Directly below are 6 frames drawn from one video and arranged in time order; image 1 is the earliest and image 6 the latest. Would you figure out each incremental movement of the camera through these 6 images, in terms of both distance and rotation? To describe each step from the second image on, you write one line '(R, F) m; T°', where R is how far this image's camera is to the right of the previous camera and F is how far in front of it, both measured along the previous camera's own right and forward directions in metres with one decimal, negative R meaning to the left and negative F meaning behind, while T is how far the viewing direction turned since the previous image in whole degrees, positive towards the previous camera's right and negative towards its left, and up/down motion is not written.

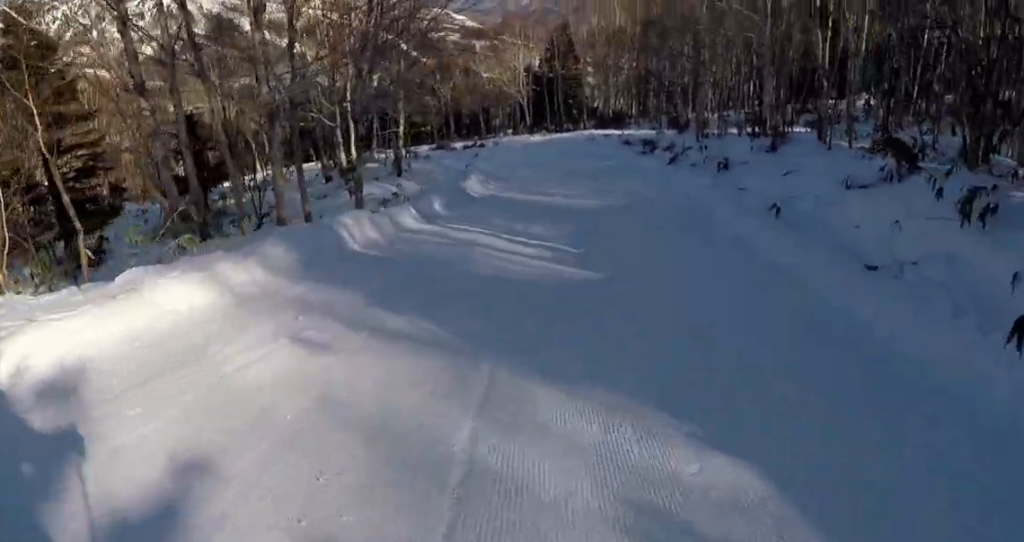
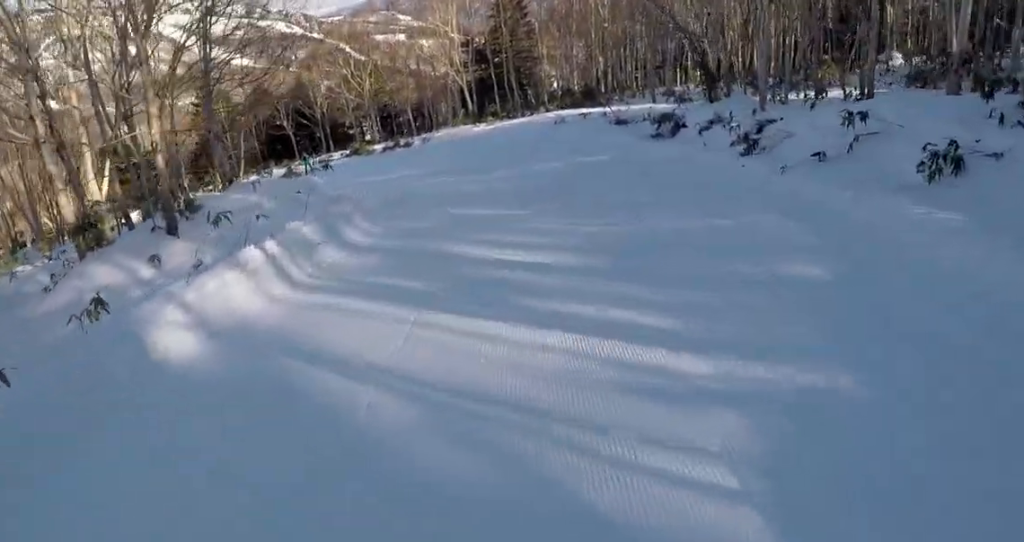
(-0.9, +16.7) m; -7°
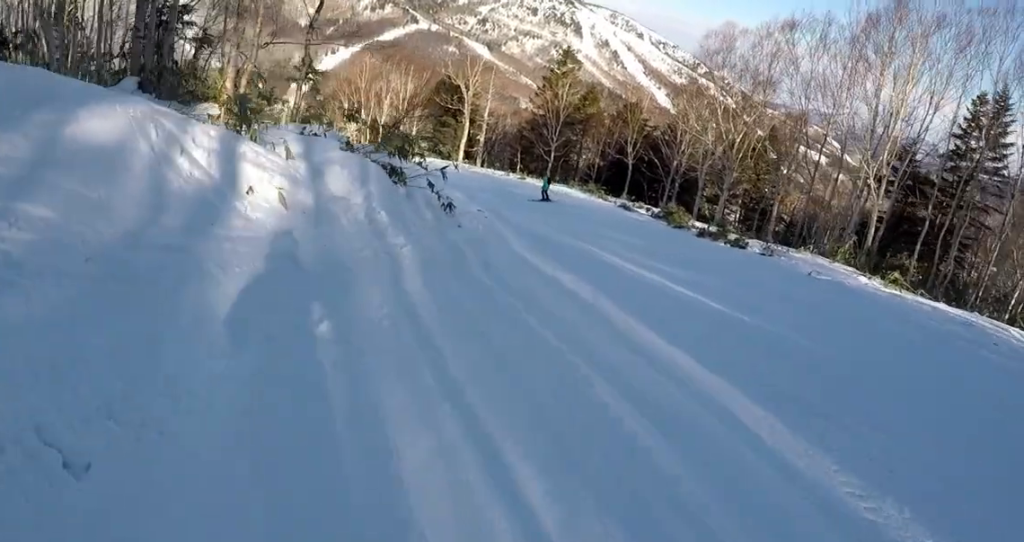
(-2.8, +18.2) m; -18°
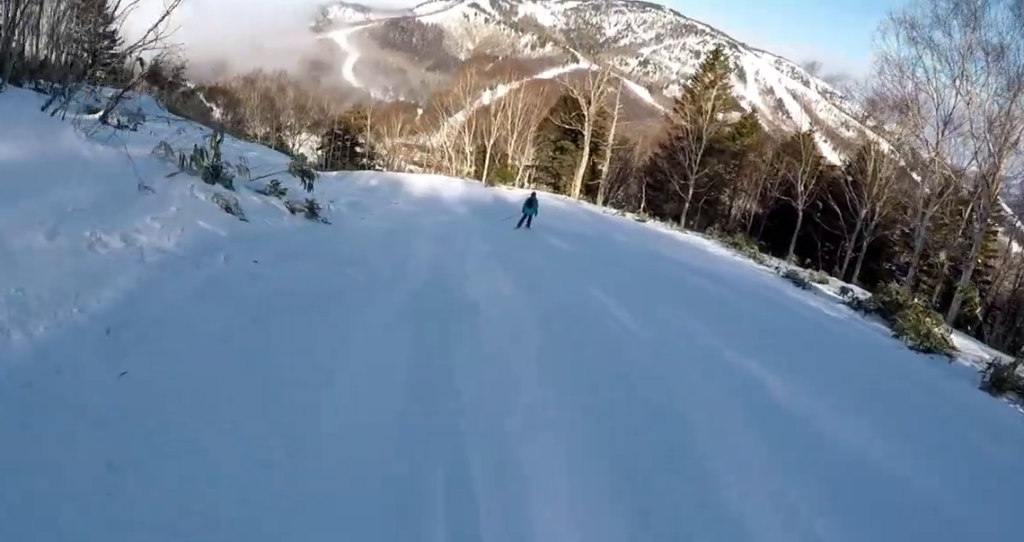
(-2.0, +13.6) m; -24°
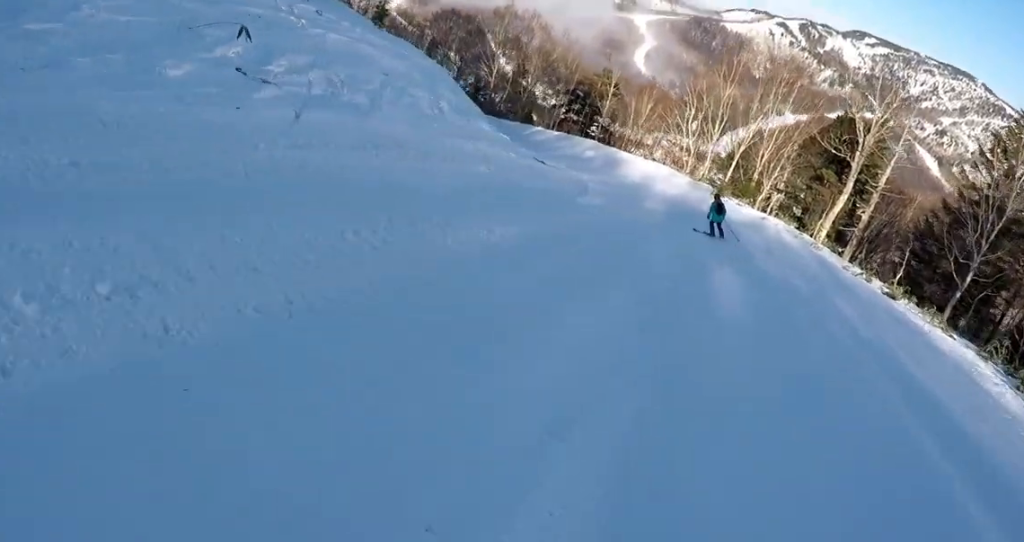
(-1.3, +6.7) m; -17°
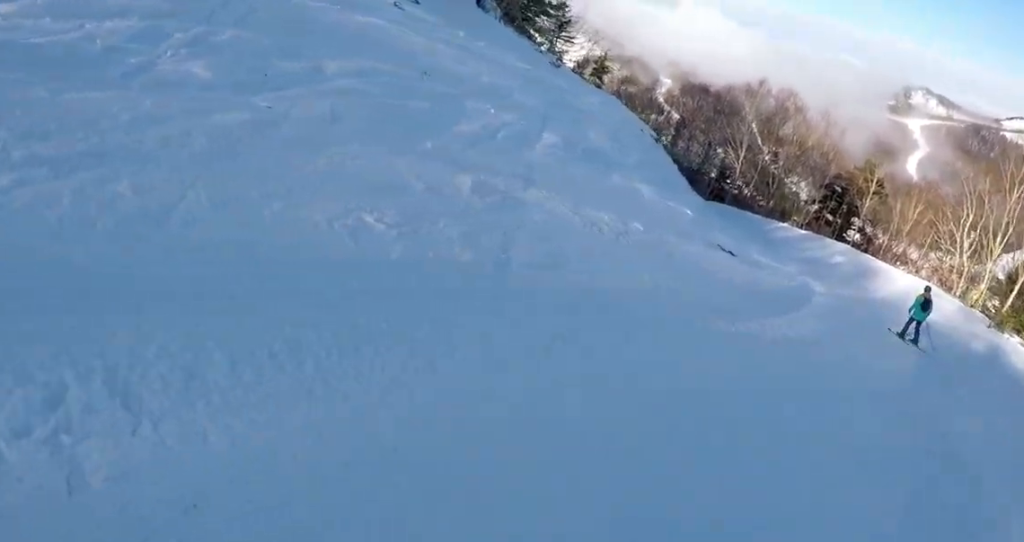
(-0.6, +4.8) m; -4°
